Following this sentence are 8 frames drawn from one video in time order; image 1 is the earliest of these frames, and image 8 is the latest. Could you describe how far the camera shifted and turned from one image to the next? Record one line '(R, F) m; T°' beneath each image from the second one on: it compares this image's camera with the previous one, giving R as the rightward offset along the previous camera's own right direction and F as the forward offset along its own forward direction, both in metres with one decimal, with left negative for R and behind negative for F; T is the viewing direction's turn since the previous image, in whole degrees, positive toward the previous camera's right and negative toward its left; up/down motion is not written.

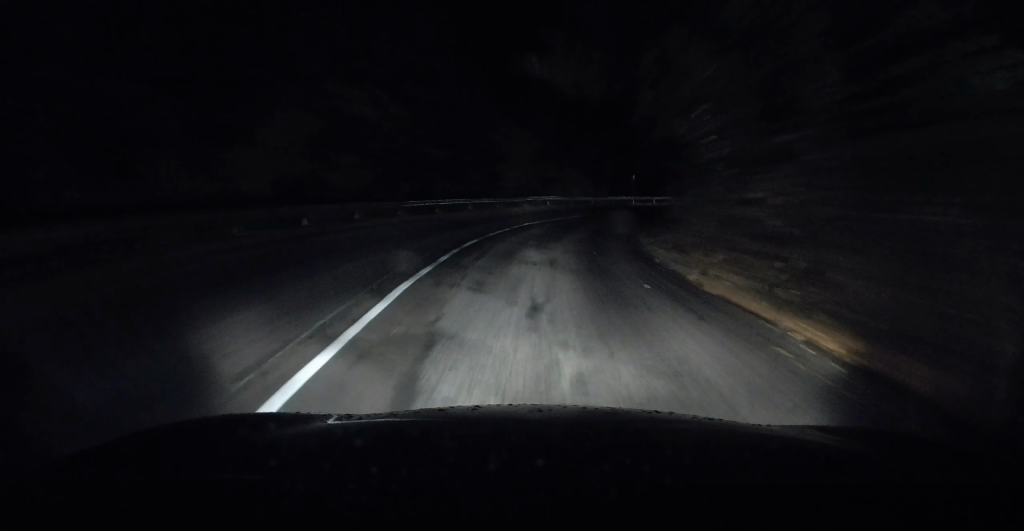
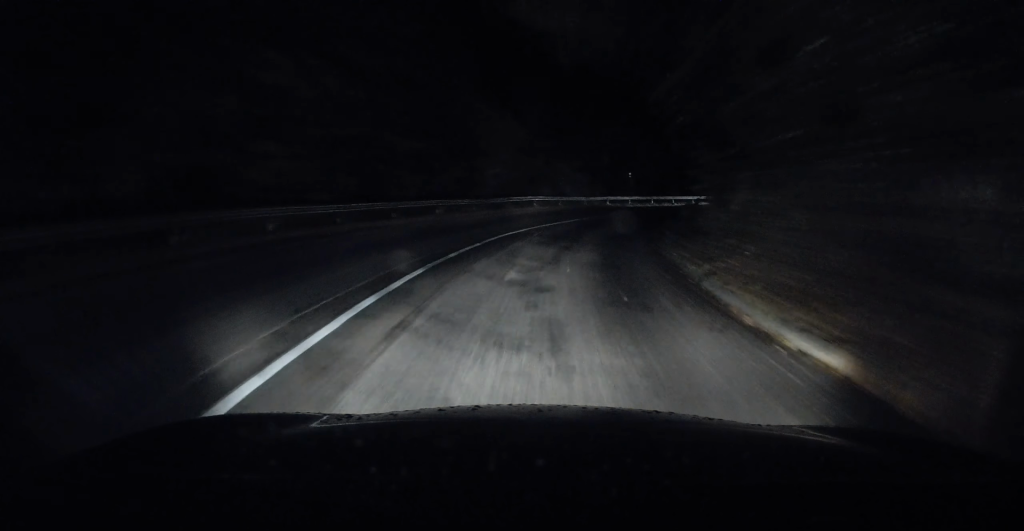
(-0.1, +6.6) m; +1°
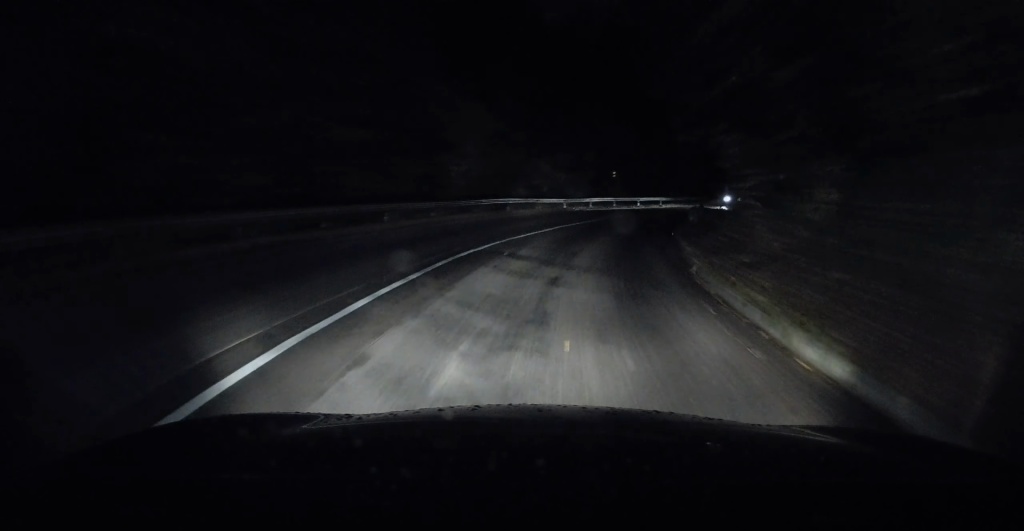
(+0.2, +5.6) m; +1°
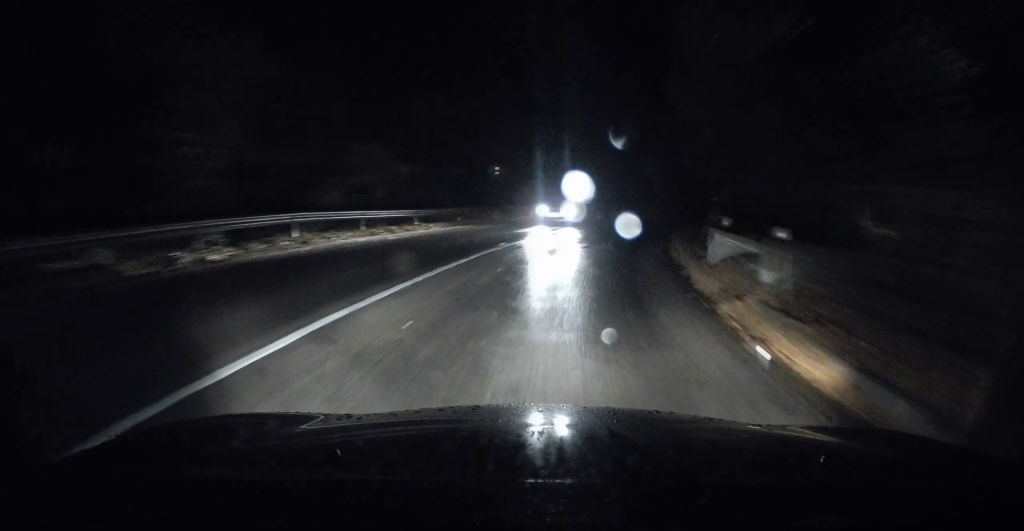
(+0.3, +16.5) m; +4°
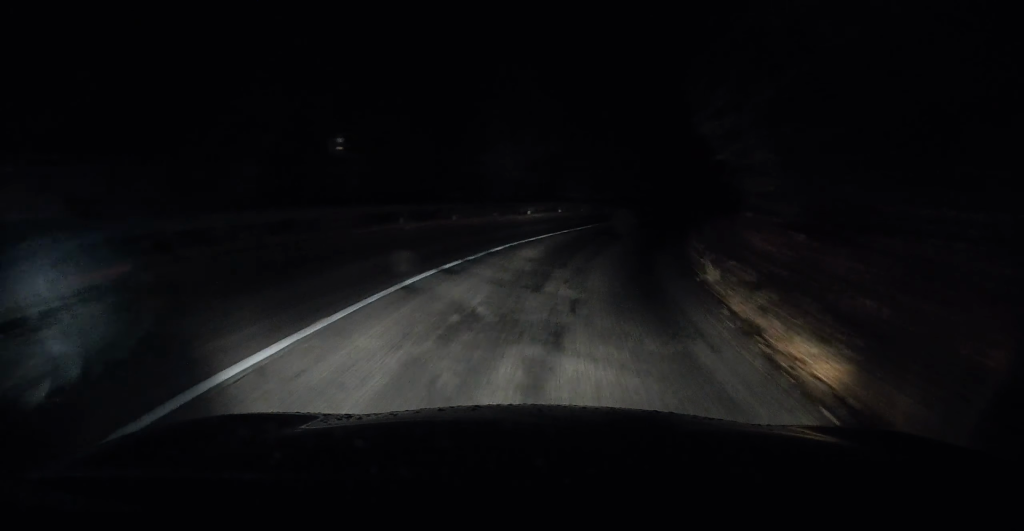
(+0.8, +13.9) m; +6°
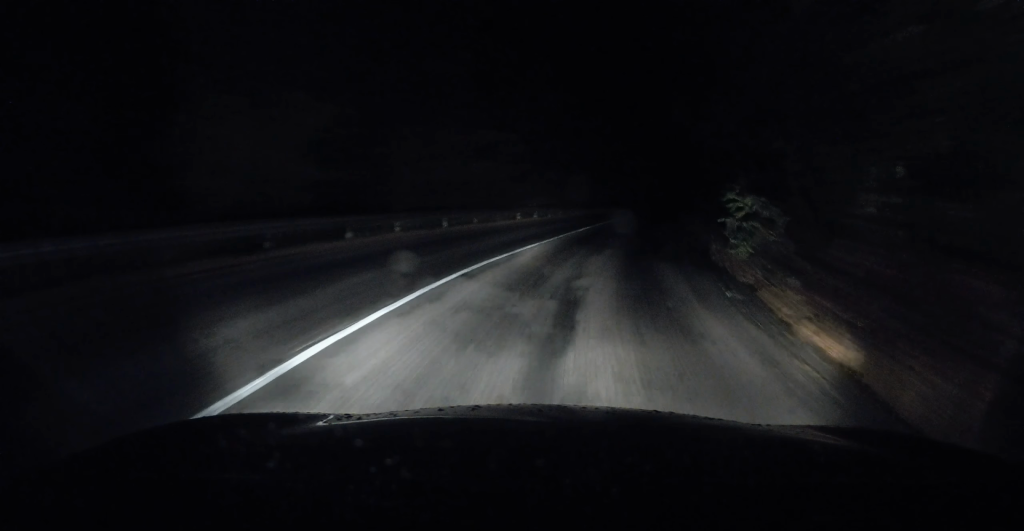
(+2.0, +17.8) m; +14°
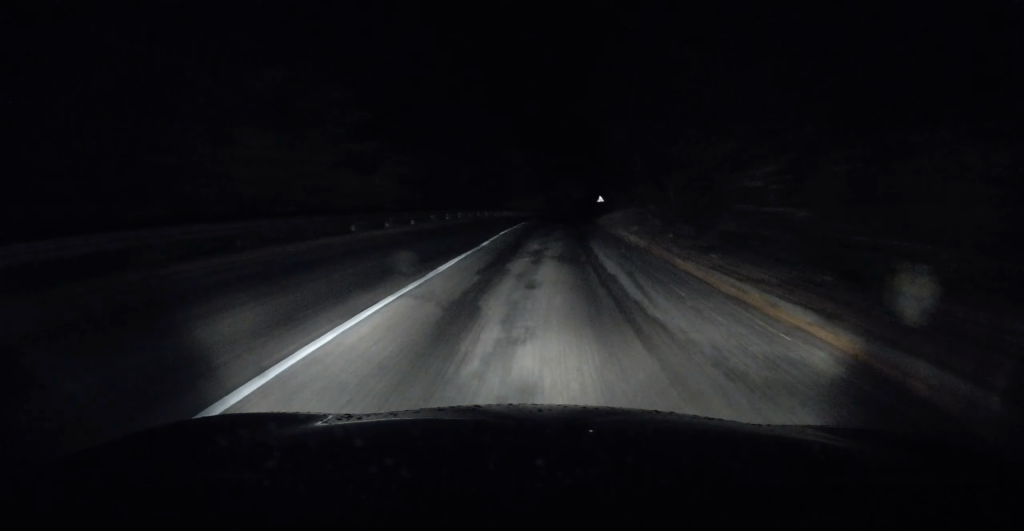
(+1.5, +14.0) m; +11°
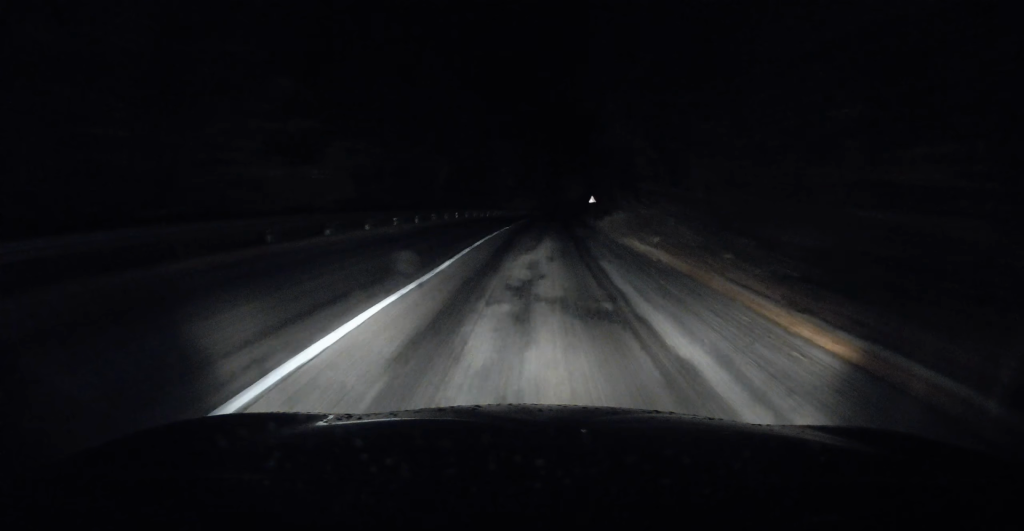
(+0.2, +5.8) m; +3°
